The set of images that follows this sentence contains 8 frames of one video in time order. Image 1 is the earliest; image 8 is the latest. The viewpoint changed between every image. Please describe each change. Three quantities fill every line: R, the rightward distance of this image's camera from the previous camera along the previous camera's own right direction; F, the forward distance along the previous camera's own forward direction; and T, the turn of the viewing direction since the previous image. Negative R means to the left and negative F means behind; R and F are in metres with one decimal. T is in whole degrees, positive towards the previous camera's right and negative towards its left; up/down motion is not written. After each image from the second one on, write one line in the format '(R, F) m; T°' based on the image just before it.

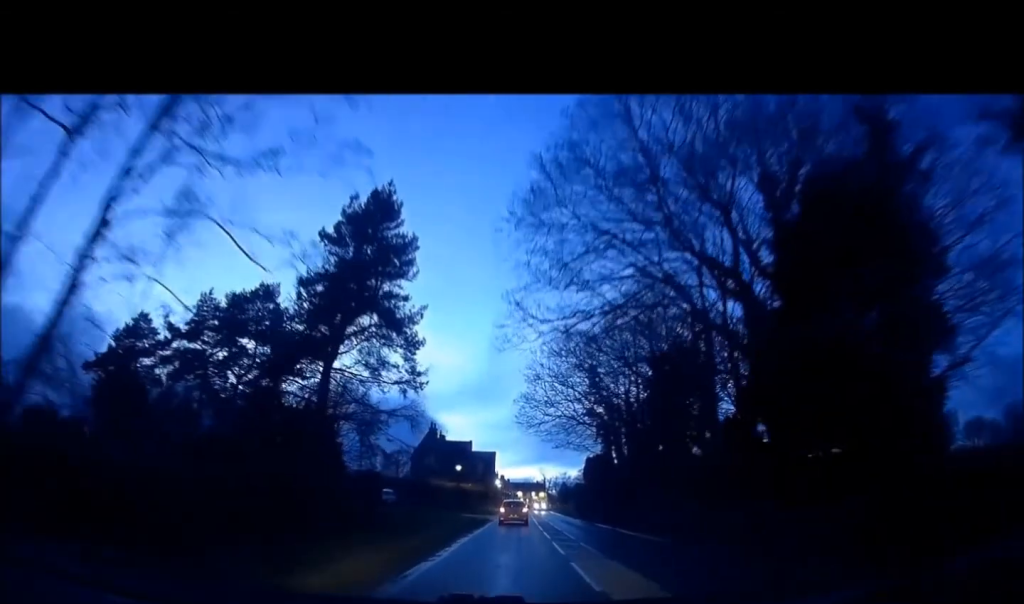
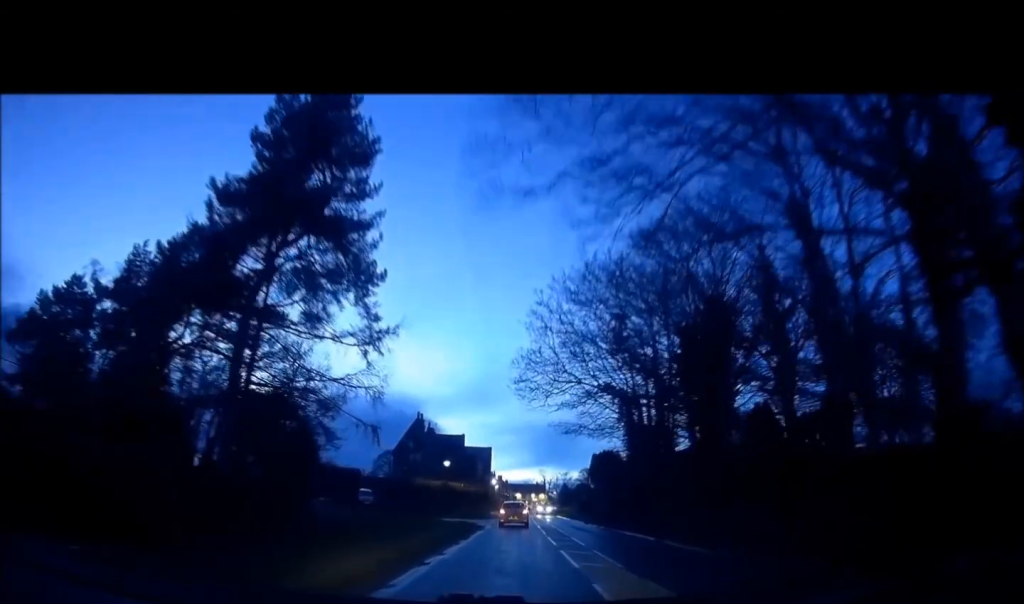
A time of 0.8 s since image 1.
(0.0, +8.7) m; -2°
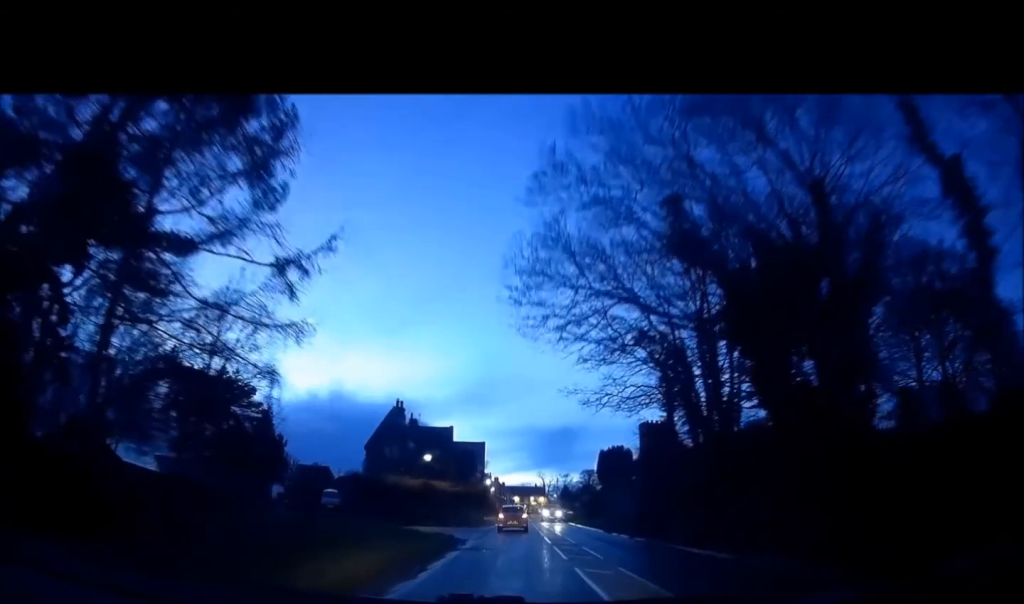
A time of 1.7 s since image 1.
(-0.4, +9.5) m; 0°
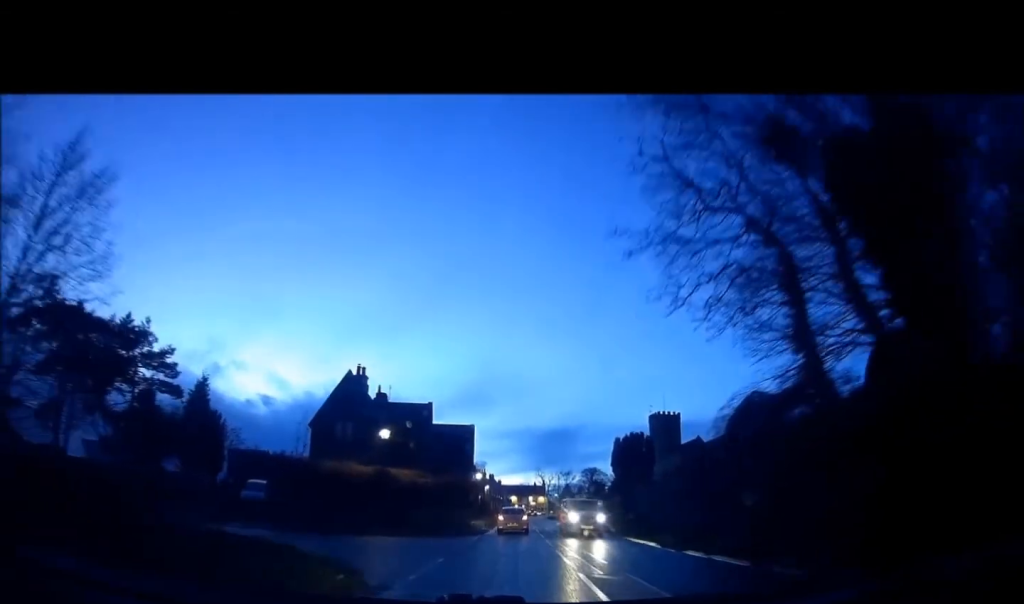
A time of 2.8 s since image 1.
(+0.4, +12.7) m; +2°
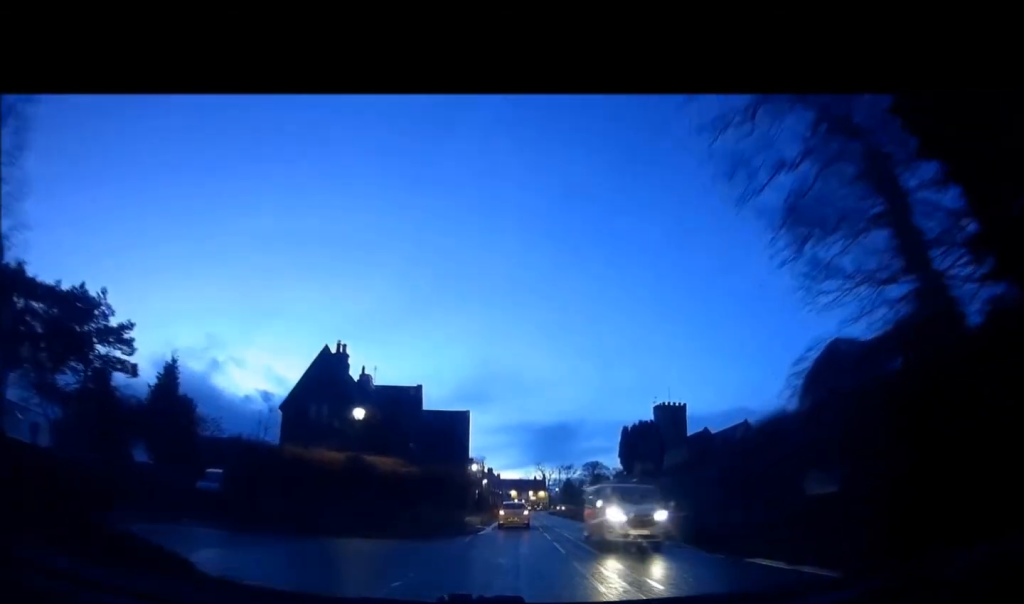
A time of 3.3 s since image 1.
(0.0, +4.6) m; 0°
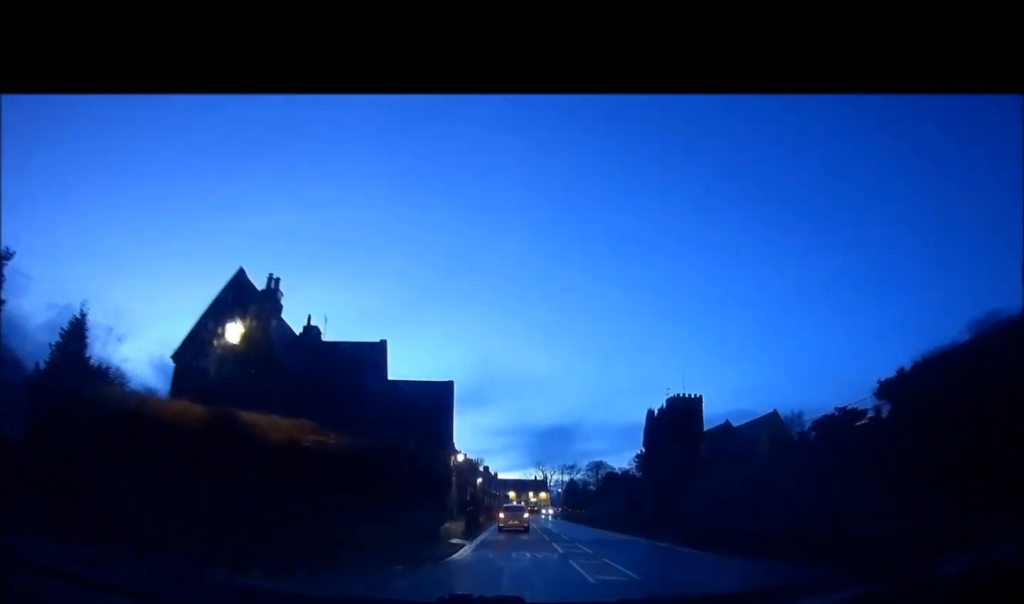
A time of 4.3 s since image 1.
(0.0, +10.9) m; 0°
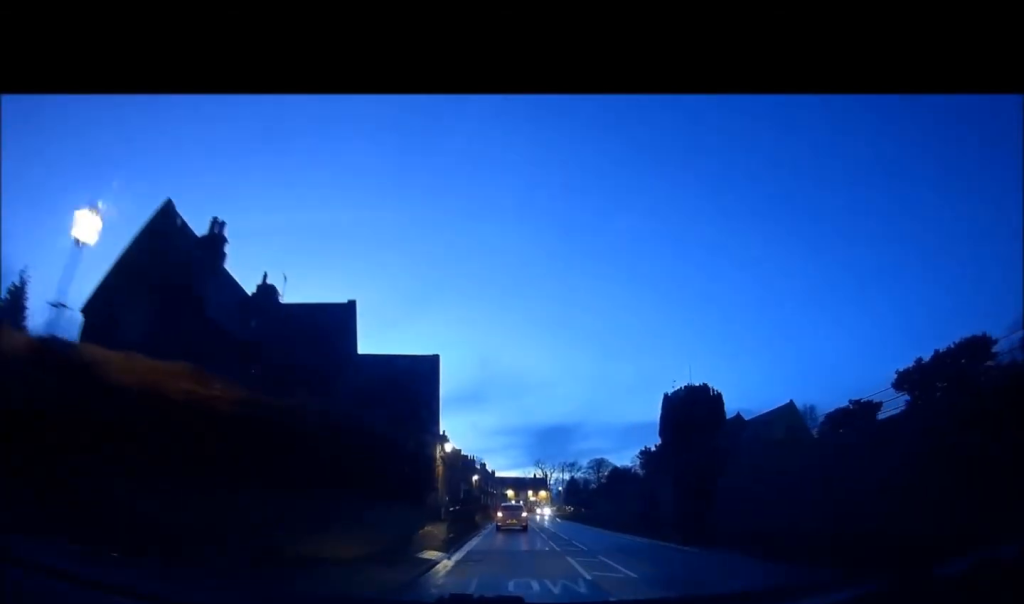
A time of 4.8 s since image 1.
(0.0, +5.6) m; 0°
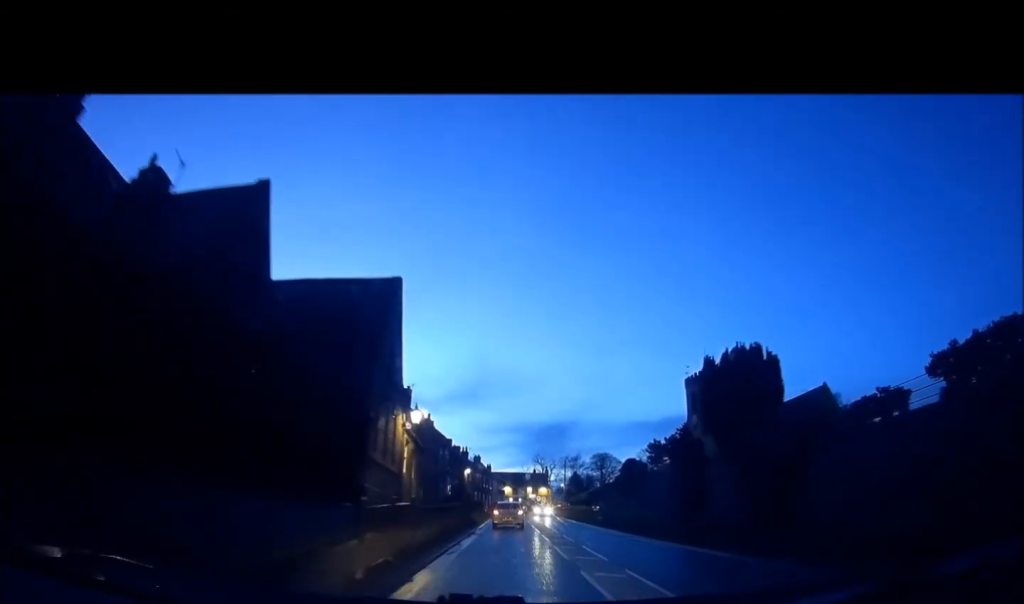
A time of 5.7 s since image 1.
(0.0, +9.3) m; 0°
